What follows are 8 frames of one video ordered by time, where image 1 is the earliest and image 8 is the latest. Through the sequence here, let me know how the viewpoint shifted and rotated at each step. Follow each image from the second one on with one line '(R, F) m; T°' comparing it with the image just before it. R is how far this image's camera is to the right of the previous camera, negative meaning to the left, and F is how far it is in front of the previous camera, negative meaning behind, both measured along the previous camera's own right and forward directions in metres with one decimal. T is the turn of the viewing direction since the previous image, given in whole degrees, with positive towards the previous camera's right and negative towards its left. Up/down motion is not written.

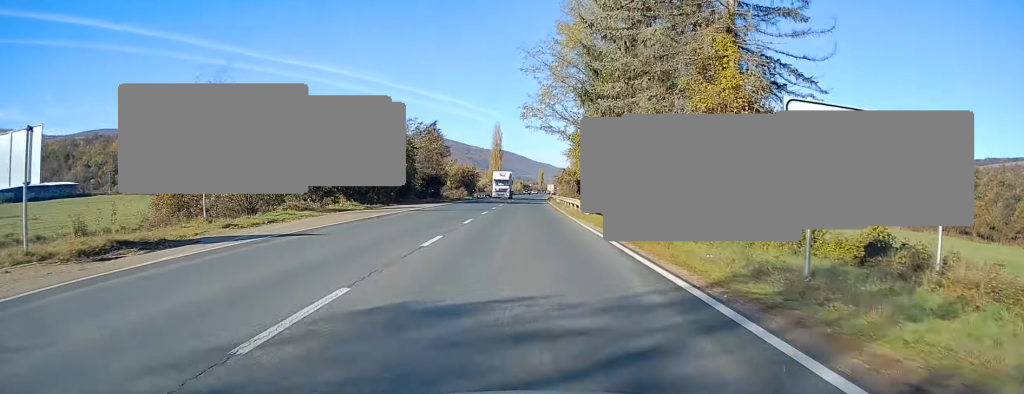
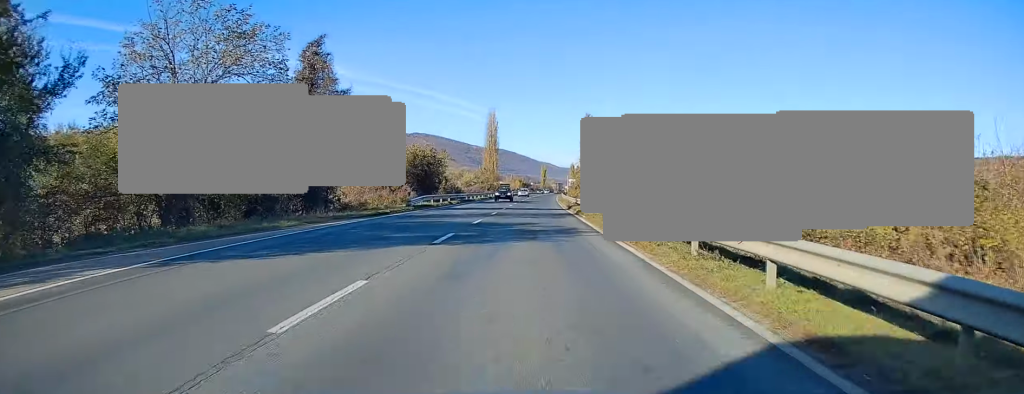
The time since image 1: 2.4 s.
(+0.1, +43.9) m; +1°
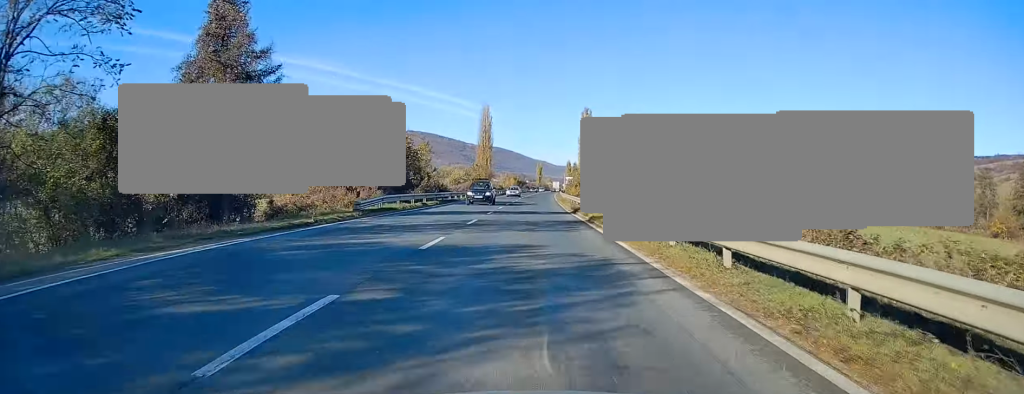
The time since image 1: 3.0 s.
(+0.1, +10.2) m; -1°
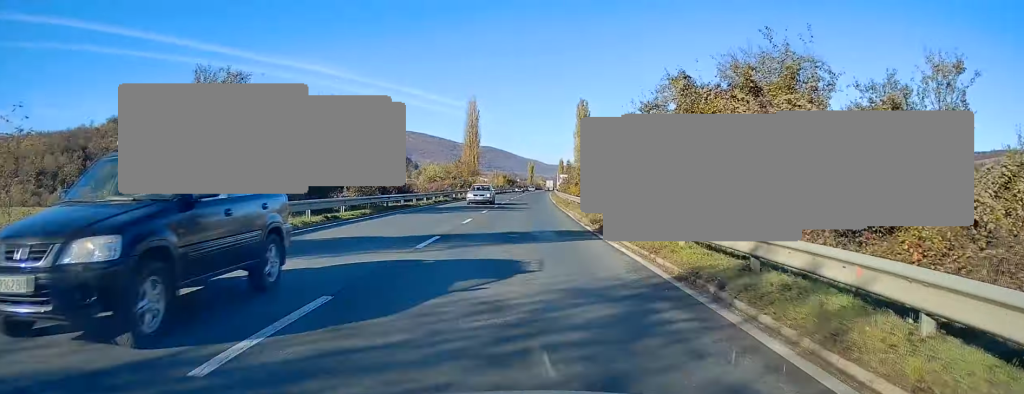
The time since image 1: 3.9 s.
(-0.3, +17.2) m; 0°
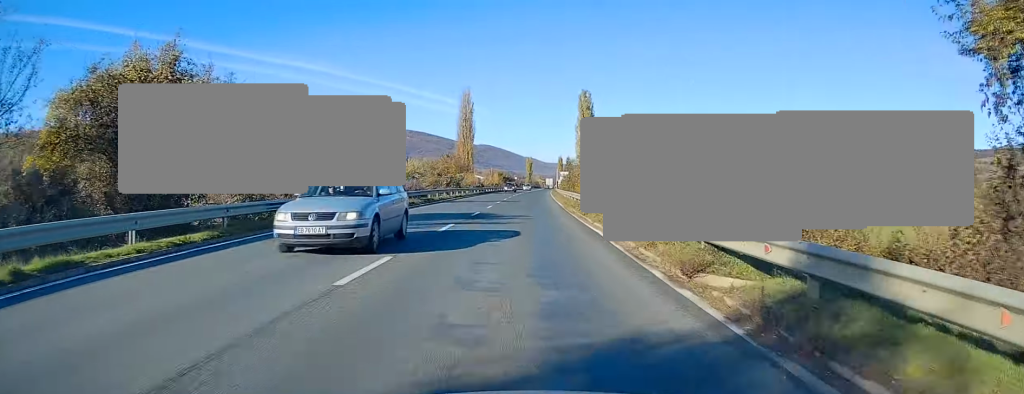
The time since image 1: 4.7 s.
(+0.1, +14.2) m; +1°
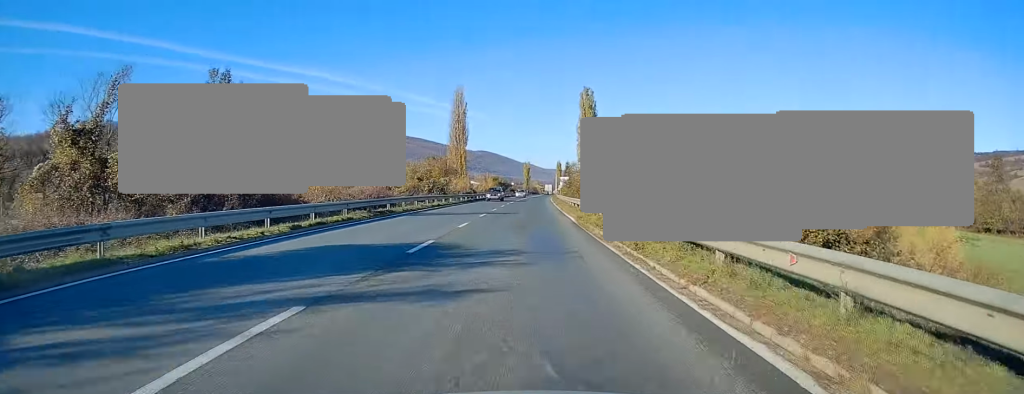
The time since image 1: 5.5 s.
(+0.1, +13.0) m; +1°
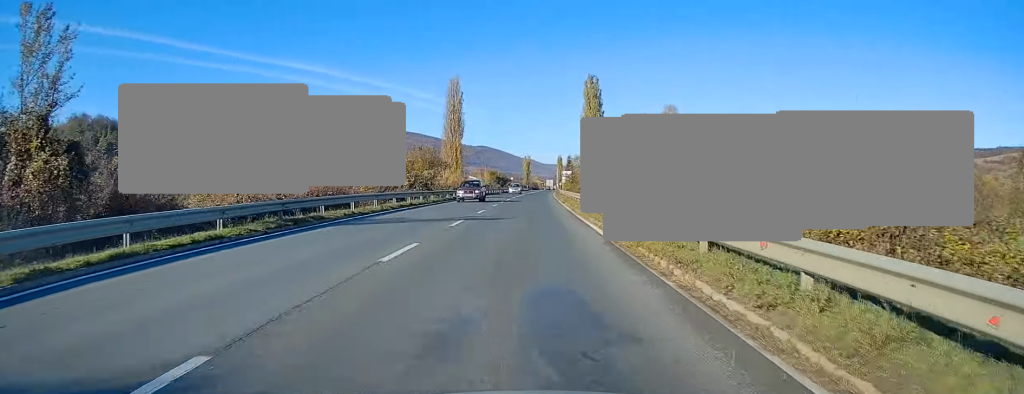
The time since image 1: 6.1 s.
(0.0, +11.1) m; 0°
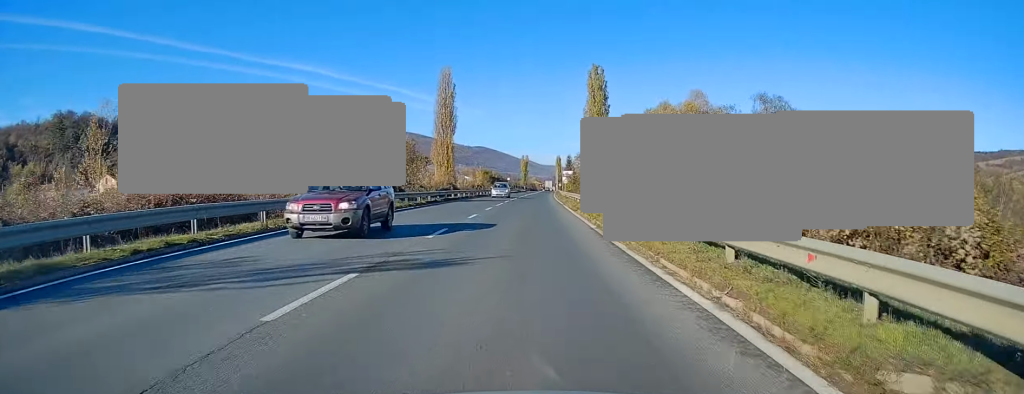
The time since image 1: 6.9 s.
(0.0, +13.4) m; 0°
